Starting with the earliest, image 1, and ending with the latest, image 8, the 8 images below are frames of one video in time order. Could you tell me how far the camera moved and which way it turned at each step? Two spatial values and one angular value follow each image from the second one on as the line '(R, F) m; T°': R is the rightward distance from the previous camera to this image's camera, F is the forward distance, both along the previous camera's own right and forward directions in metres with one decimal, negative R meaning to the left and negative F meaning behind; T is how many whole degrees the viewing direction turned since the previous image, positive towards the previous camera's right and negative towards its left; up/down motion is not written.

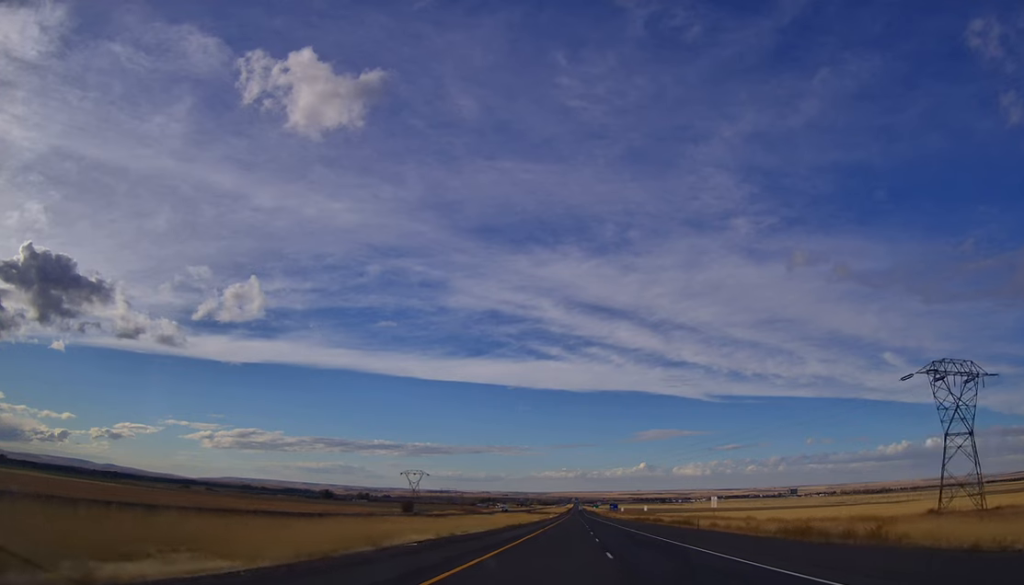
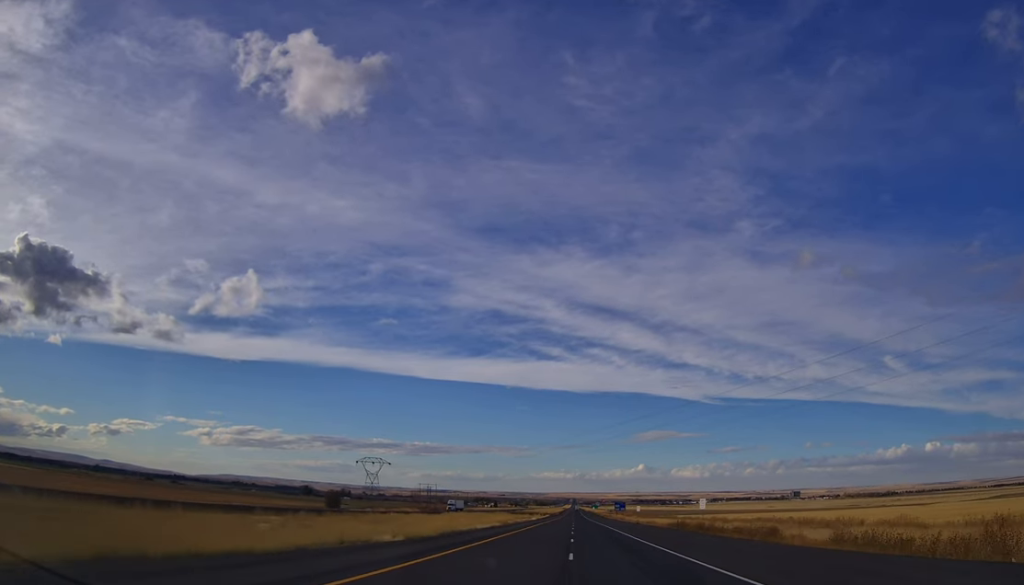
(+0.4, +75.7) m; +2°
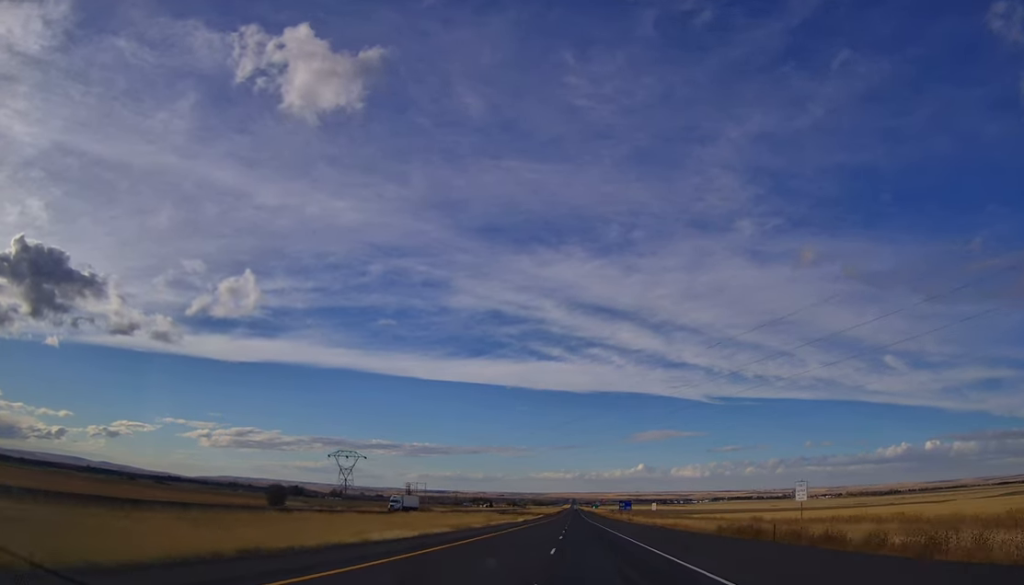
(+0.4, +35.4) m; 0°
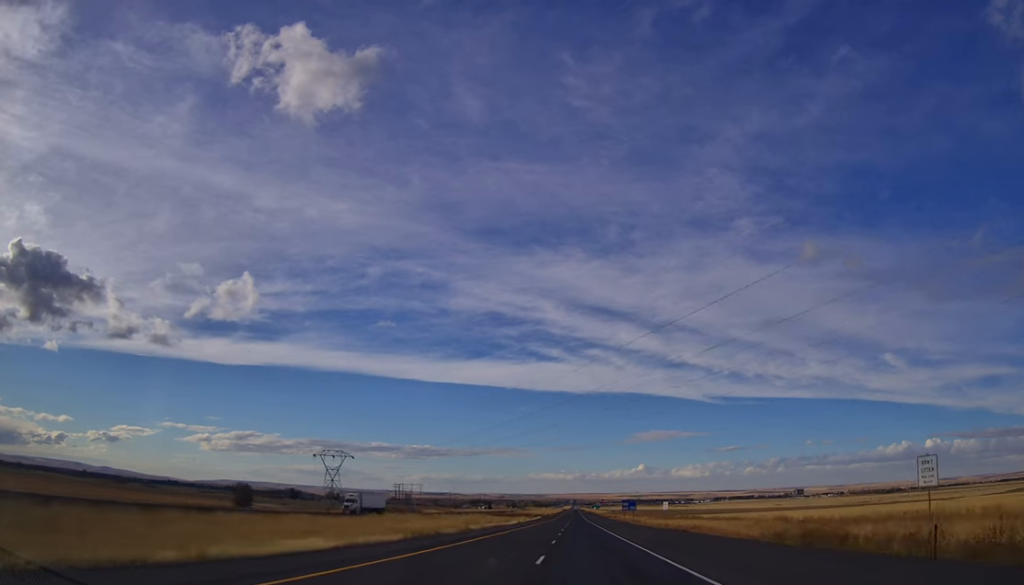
(+0.1, +16.1) m; -1°
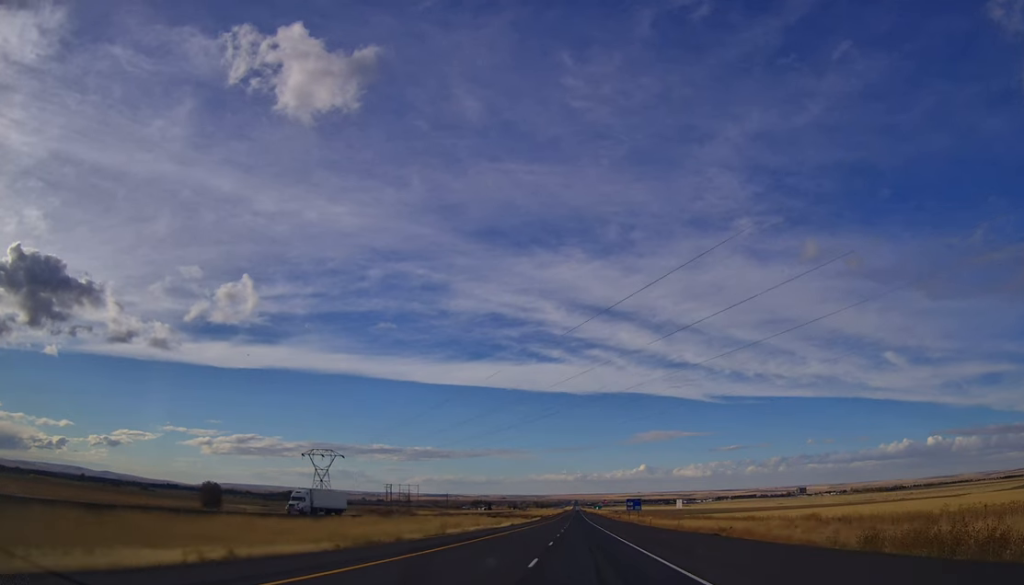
(-0.1, +13.1) m; 0°
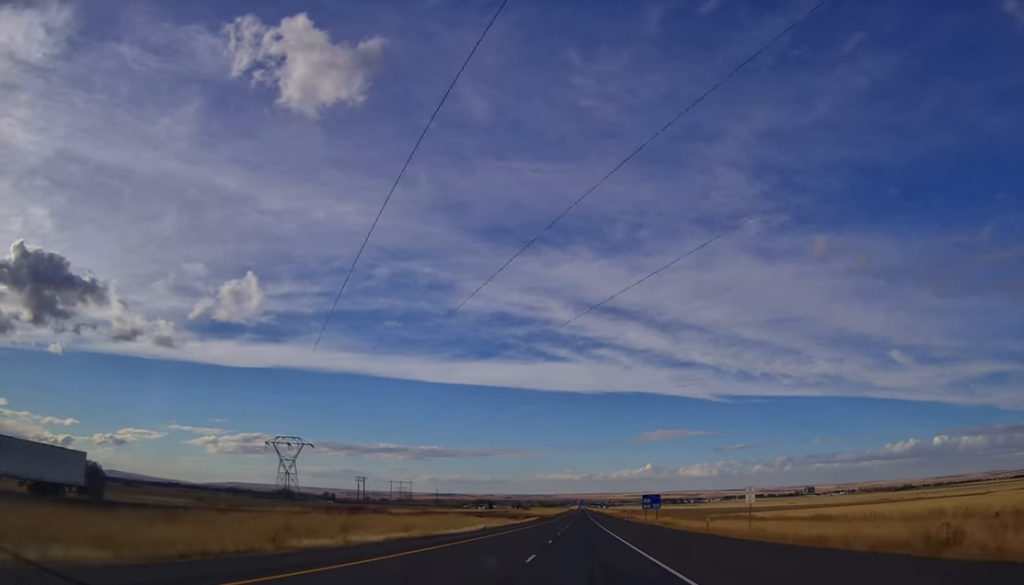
(-0.2, +36.1) m; 0°
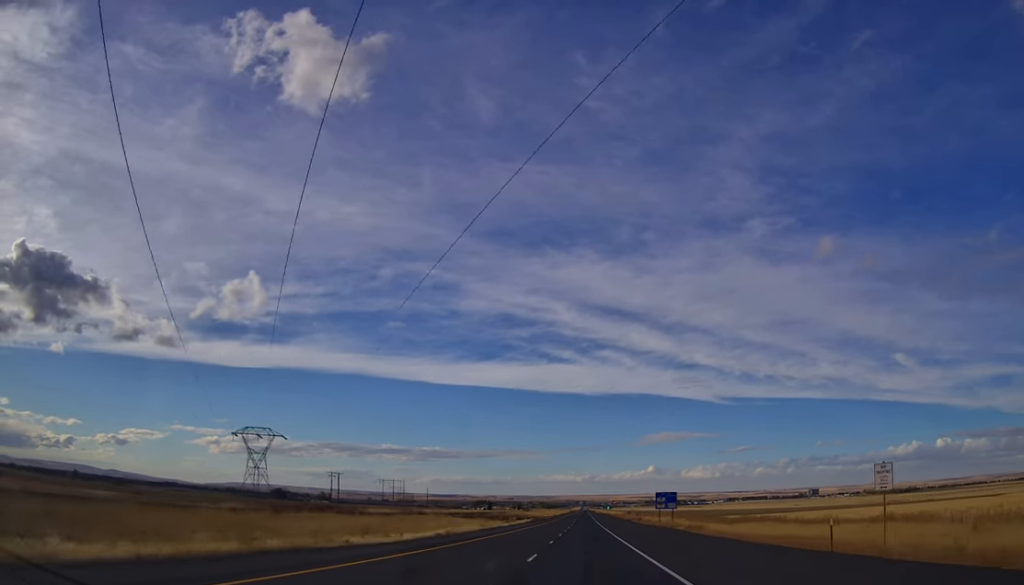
(+0.3, +23.9) m; 0°
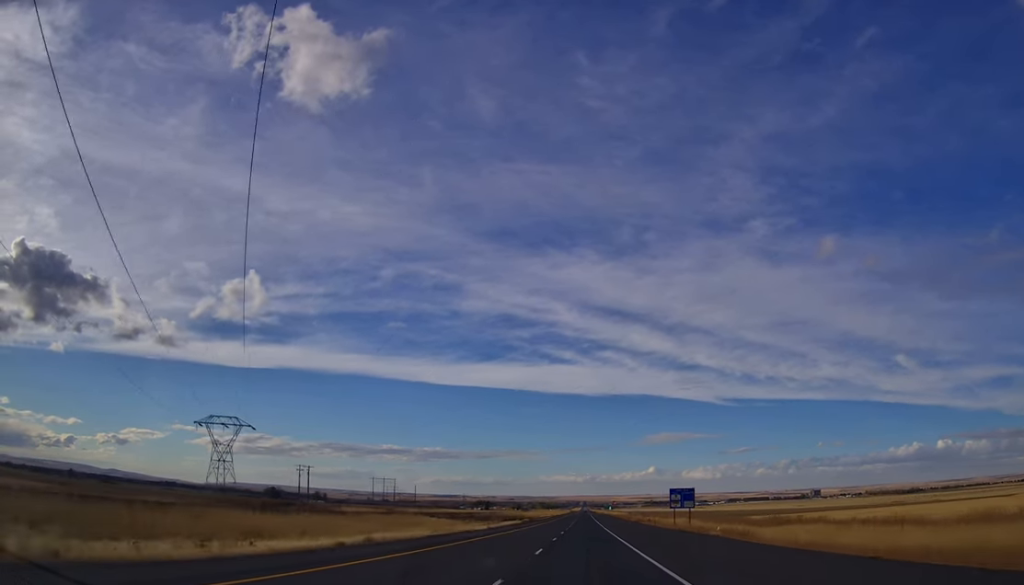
(-0.6, +20.9) m; 0°
